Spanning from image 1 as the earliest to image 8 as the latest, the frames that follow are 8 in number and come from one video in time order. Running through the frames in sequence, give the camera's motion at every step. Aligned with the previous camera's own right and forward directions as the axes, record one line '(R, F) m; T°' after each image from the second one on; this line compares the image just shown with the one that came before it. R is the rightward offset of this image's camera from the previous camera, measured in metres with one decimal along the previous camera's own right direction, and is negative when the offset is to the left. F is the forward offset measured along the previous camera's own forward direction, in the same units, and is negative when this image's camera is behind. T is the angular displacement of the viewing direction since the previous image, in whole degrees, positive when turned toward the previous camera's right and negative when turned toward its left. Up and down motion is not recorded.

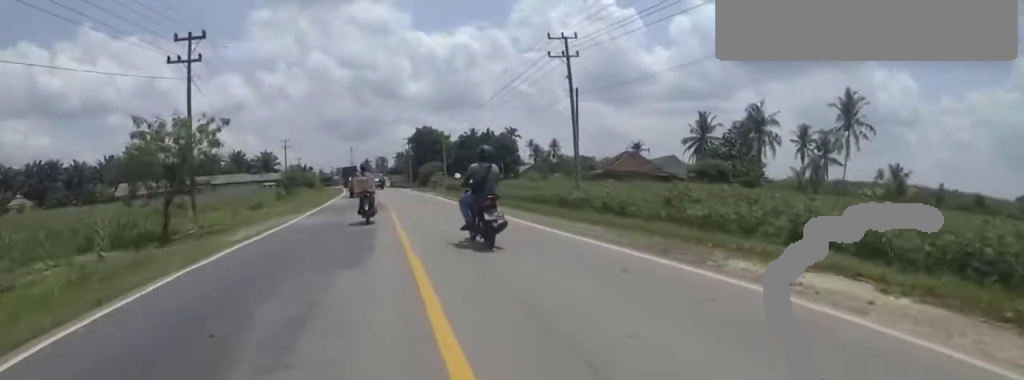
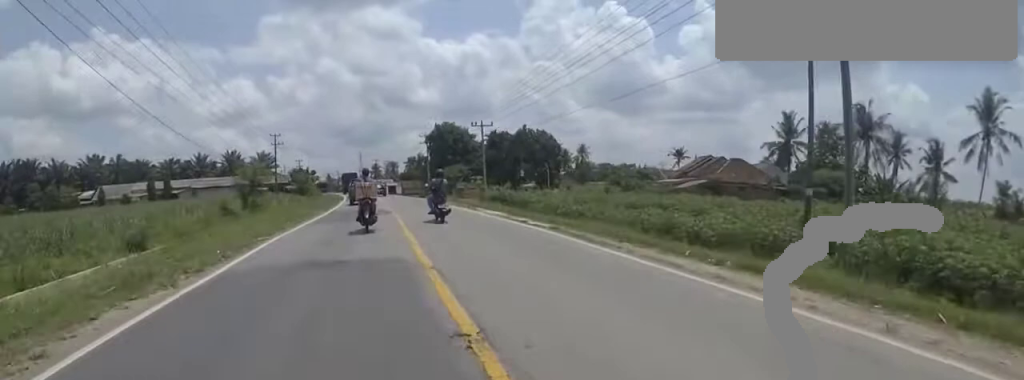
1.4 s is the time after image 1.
(+0.7, +17.5) m; 0°
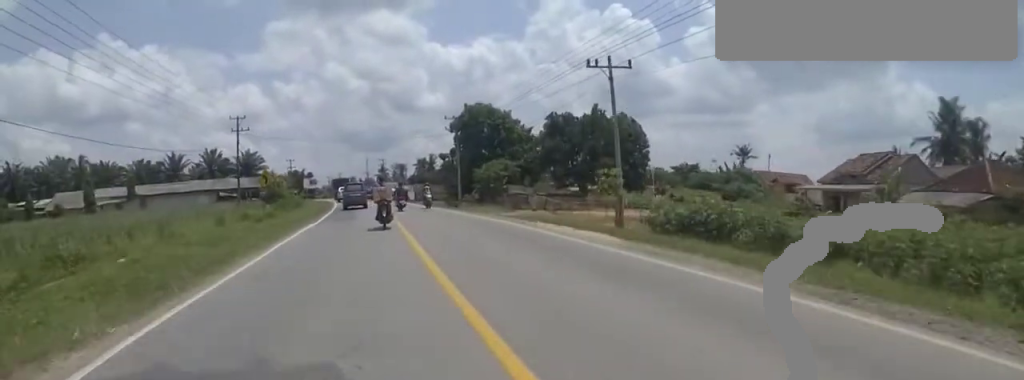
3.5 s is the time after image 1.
(-0.3, +23.8) m; -1°
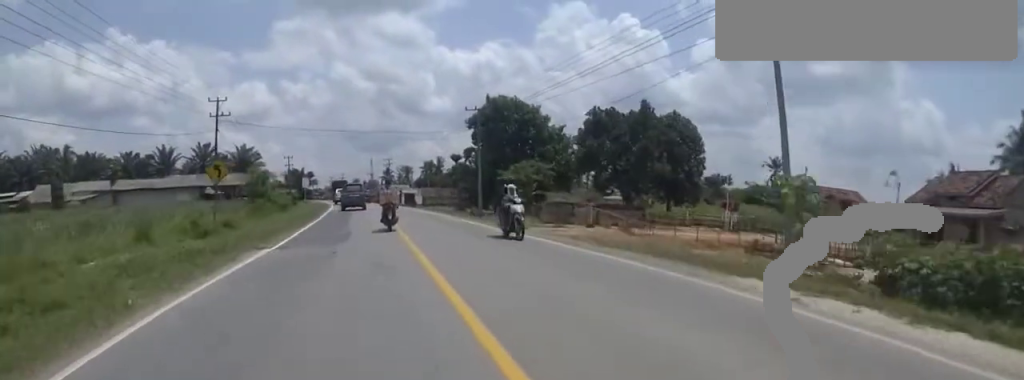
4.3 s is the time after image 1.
(0.0, +8.9) m; 0°
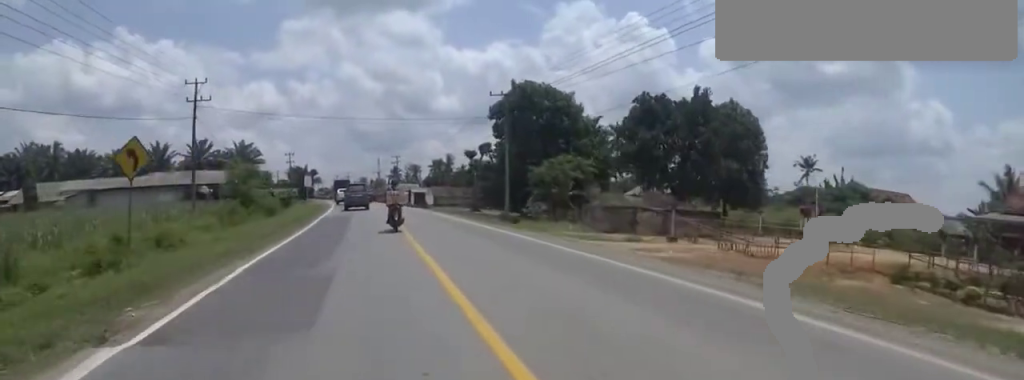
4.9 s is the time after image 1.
(0.0, +7.0) m; -1°
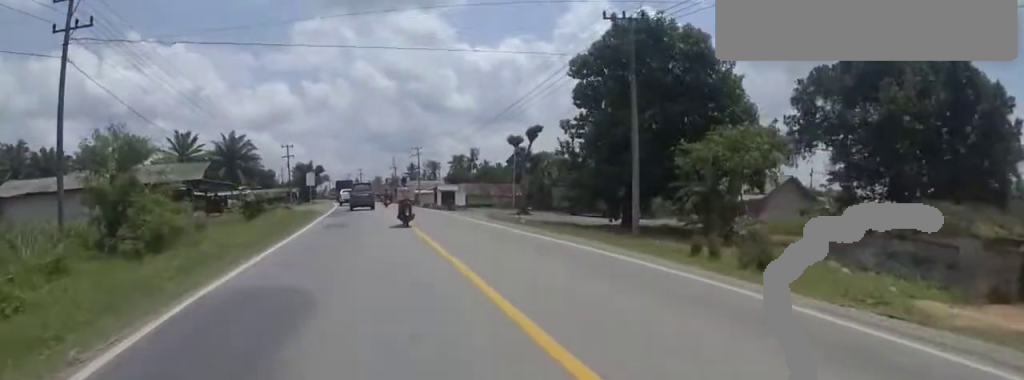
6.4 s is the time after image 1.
(-0.4, +18.3) m; -1°
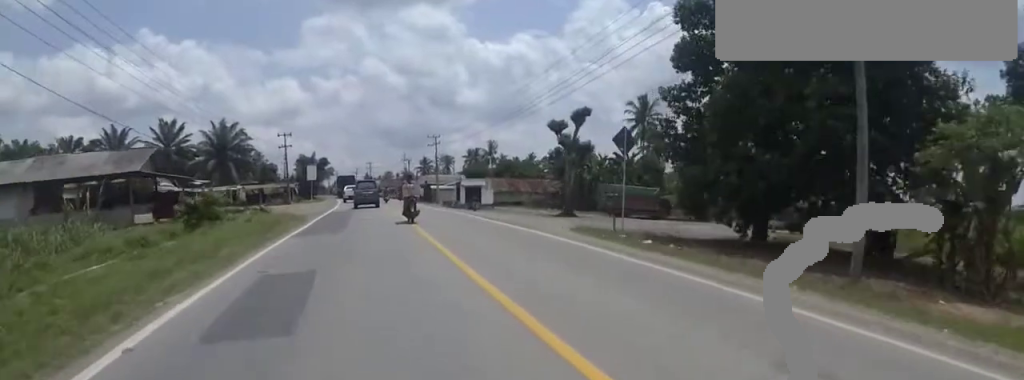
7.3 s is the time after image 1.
(+0.2, +11.3) m; -3°
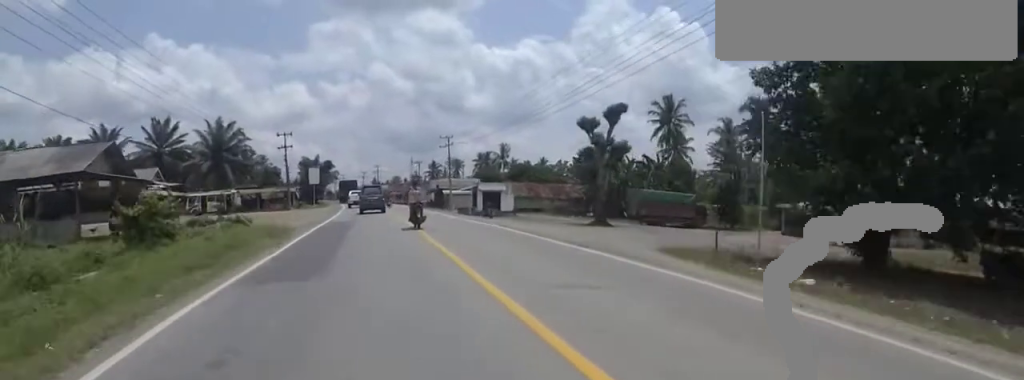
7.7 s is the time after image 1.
(-0.1, +5.9) m; -2°
